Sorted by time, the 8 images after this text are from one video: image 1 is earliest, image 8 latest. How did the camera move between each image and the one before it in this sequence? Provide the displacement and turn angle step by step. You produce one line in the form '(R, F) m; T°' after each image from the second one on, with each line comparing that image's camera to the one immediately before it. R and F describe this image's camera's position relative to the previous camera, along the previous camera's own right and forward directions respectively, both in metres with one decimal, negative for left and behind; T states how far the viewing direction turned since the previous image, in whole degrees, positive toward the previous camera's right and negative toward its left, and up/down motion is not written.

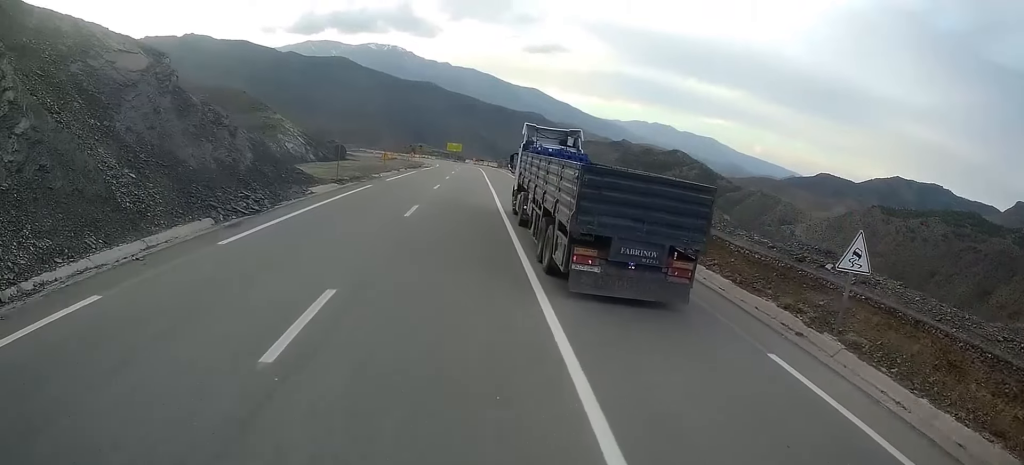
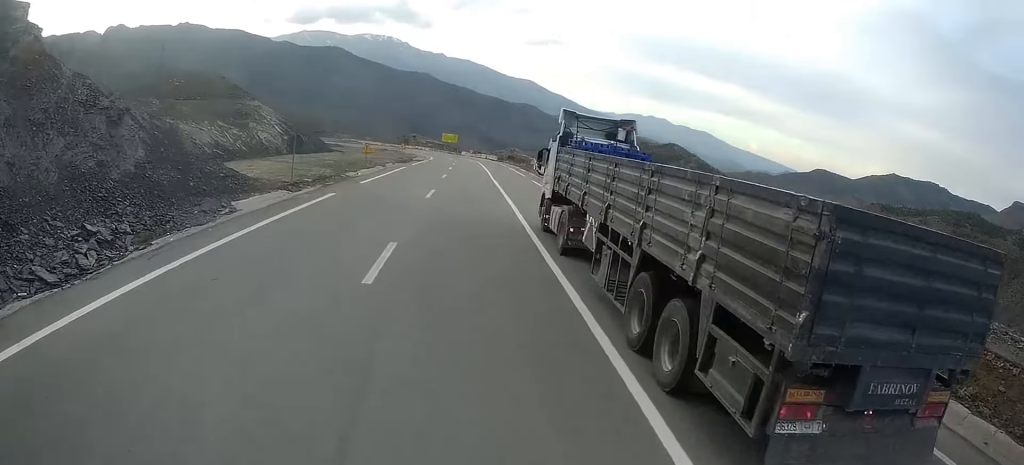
(+0.2, +10.5) m; +1°
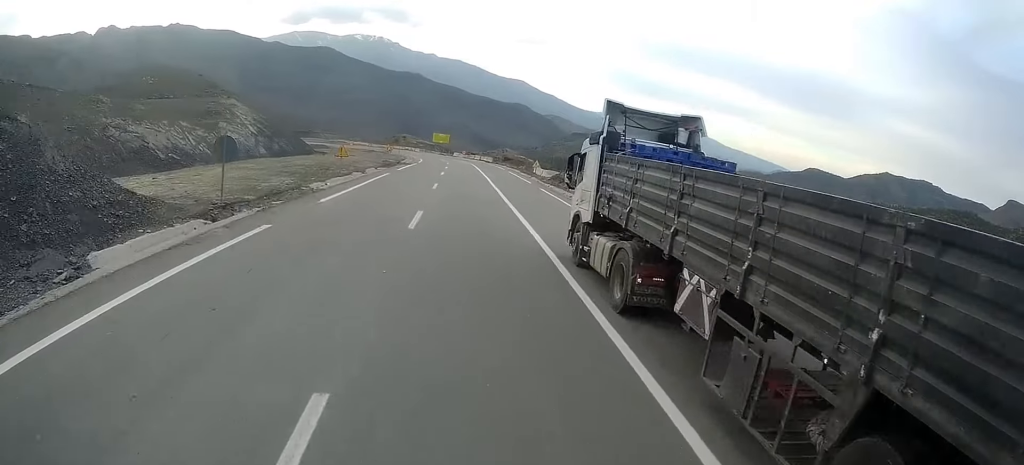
(+0.1, +7.9) m; +1°
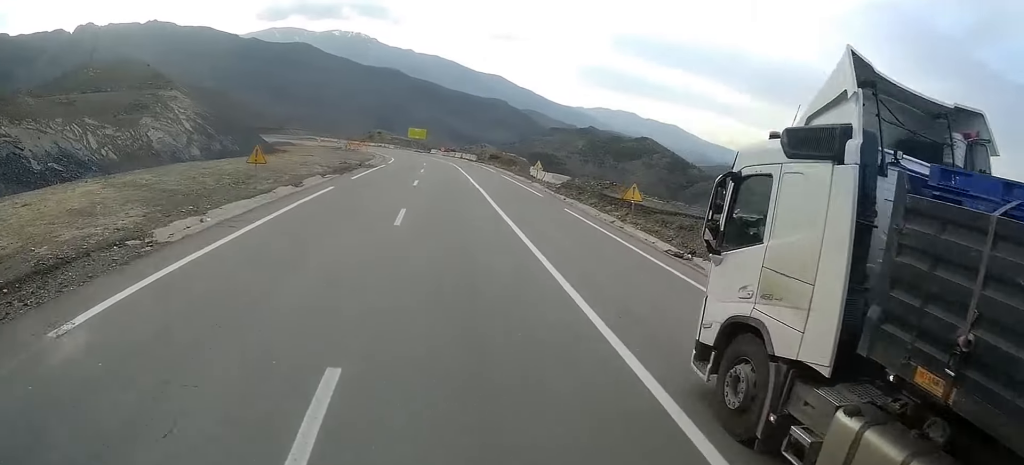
(+0.1, +13.8) m; +2°
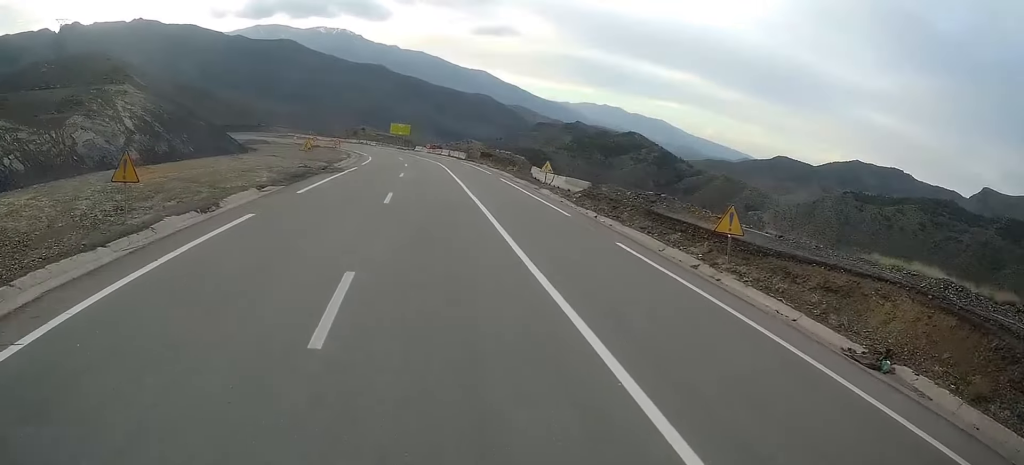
(+0.1, +9.7) m; +2°
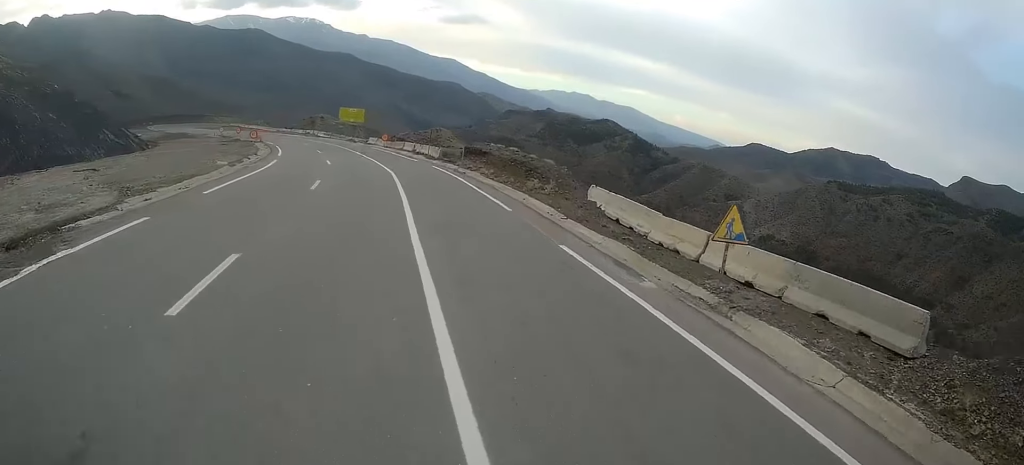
(+0.7, +27.9) m; 0°
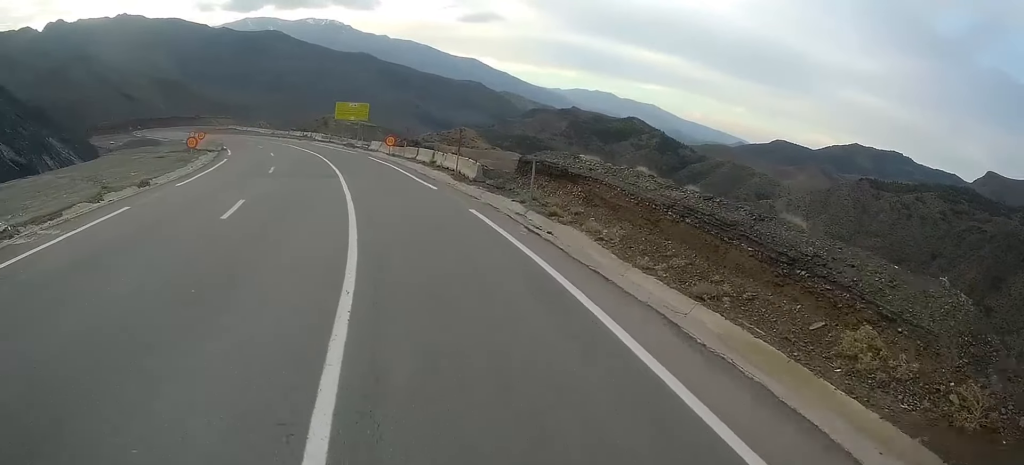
(-0.1, +21.9) m; -2°
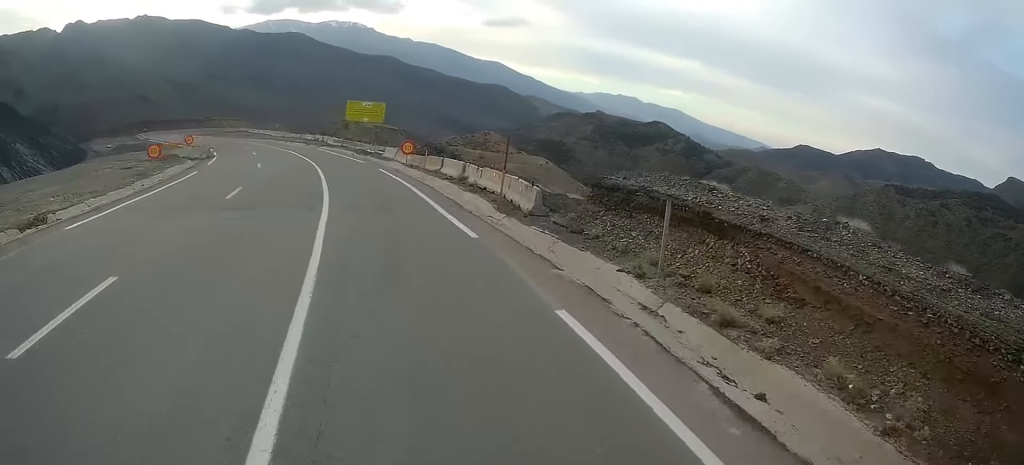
(-0.2, +9.7) m; -3°
